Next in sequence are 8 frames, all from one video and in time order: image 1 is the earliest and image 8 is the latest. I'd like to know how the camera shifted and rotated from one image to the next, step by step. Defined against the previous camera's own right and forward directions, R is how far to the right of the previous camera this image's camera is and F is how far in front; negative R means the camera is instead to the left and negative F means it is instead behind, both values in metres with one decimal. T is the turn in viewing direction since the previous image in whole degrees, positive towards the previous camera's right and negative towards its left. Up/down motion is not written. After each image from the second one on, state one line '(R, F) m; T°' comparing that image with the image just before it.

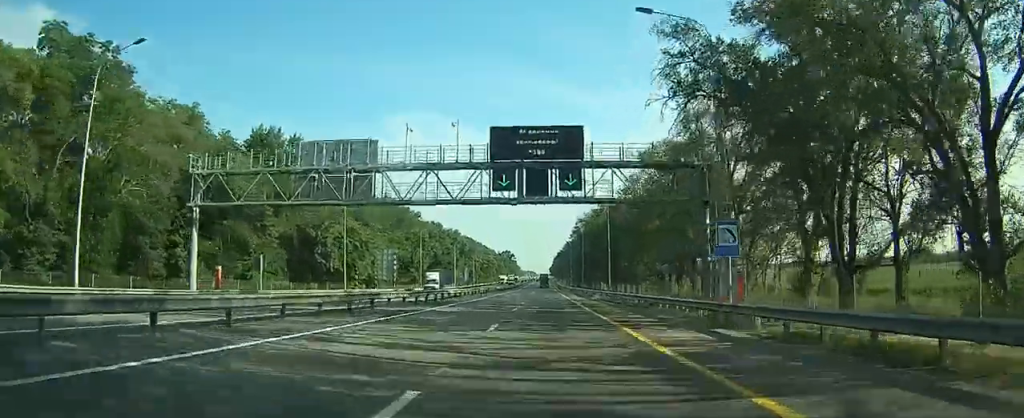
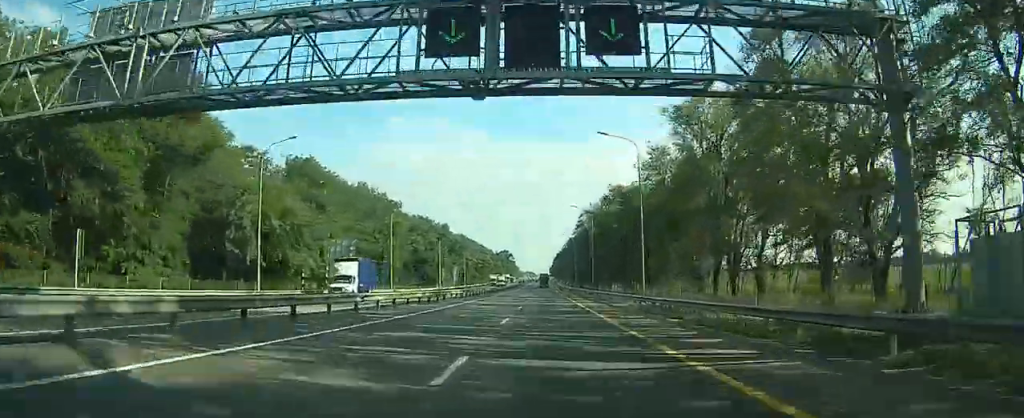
(0.0, +29.1) m; 0°
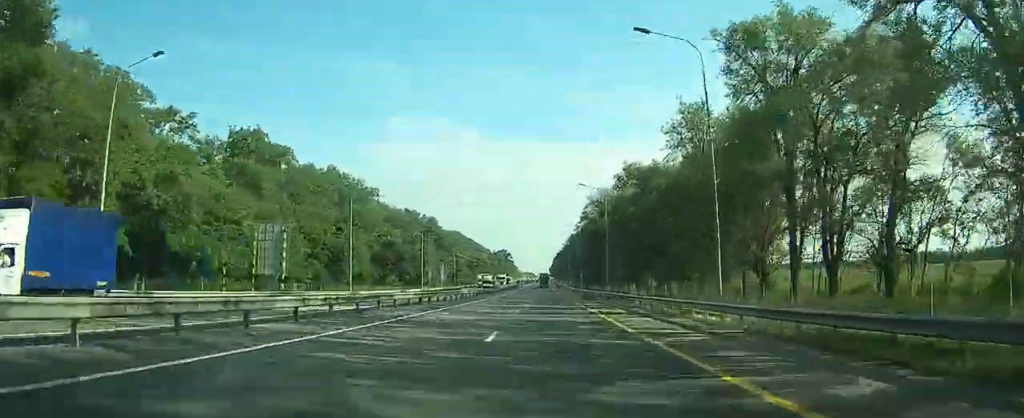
(0.0, +27.7) m; 0°
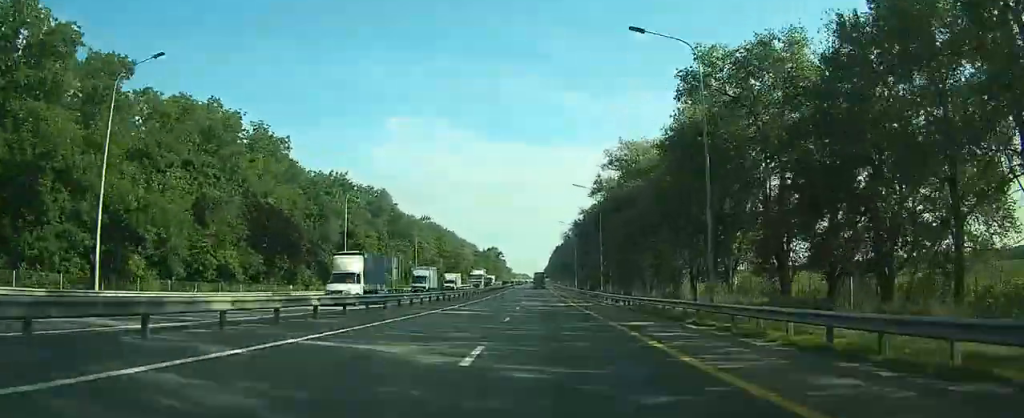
(0.0, +63.7) m; 0°
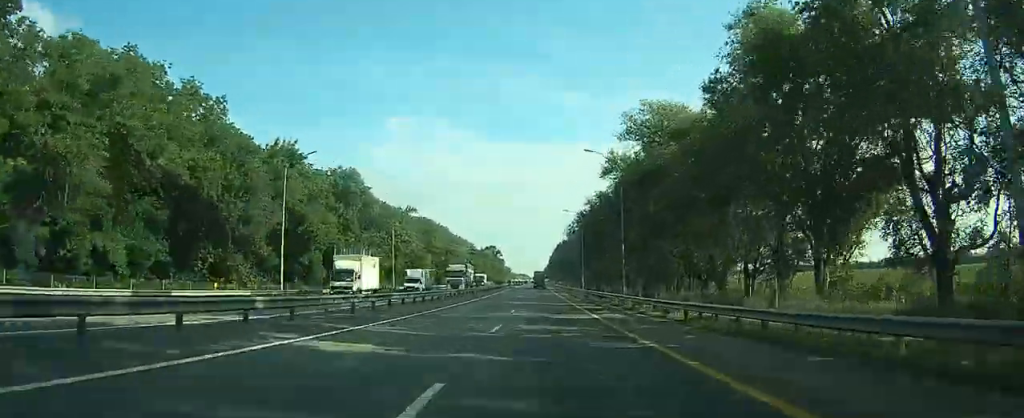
(0.0, +26.9) m; 0°
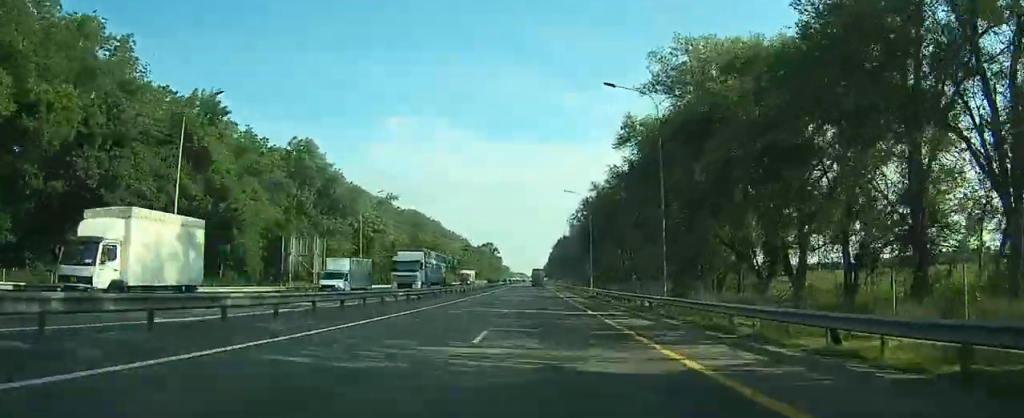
(0.0, +25.0) m; 0°
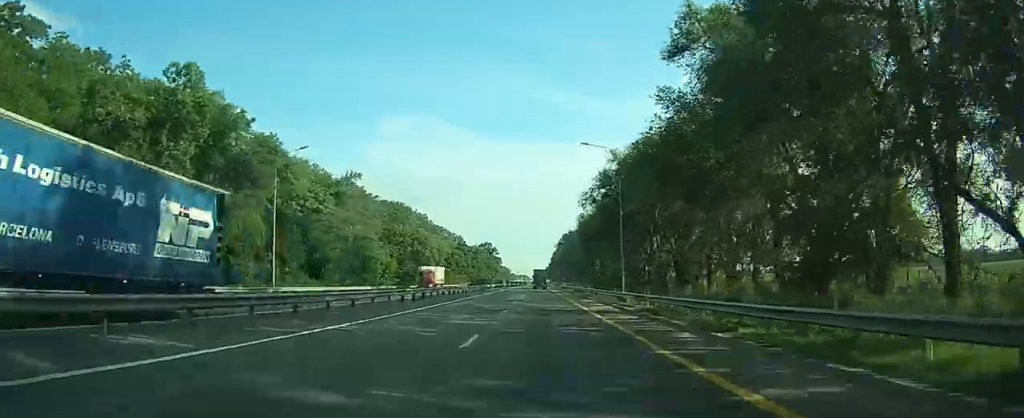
(0.0, +39.2) m; 0°
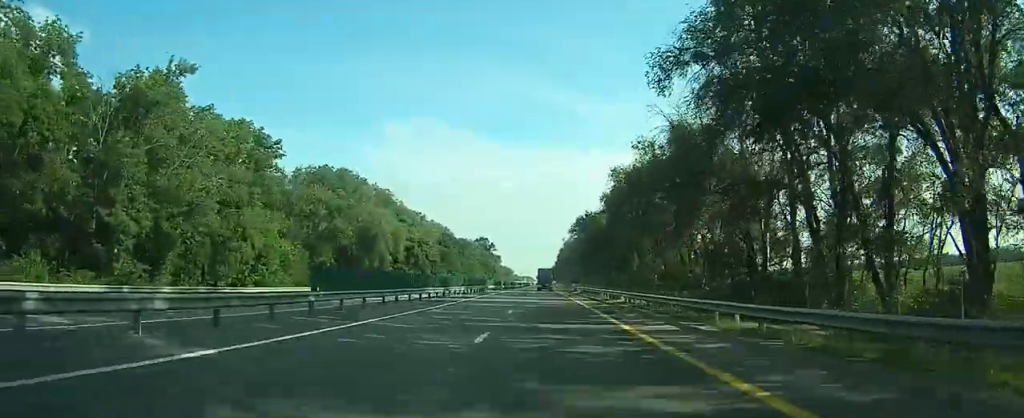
(+1.2, +66.0) m; +2°
